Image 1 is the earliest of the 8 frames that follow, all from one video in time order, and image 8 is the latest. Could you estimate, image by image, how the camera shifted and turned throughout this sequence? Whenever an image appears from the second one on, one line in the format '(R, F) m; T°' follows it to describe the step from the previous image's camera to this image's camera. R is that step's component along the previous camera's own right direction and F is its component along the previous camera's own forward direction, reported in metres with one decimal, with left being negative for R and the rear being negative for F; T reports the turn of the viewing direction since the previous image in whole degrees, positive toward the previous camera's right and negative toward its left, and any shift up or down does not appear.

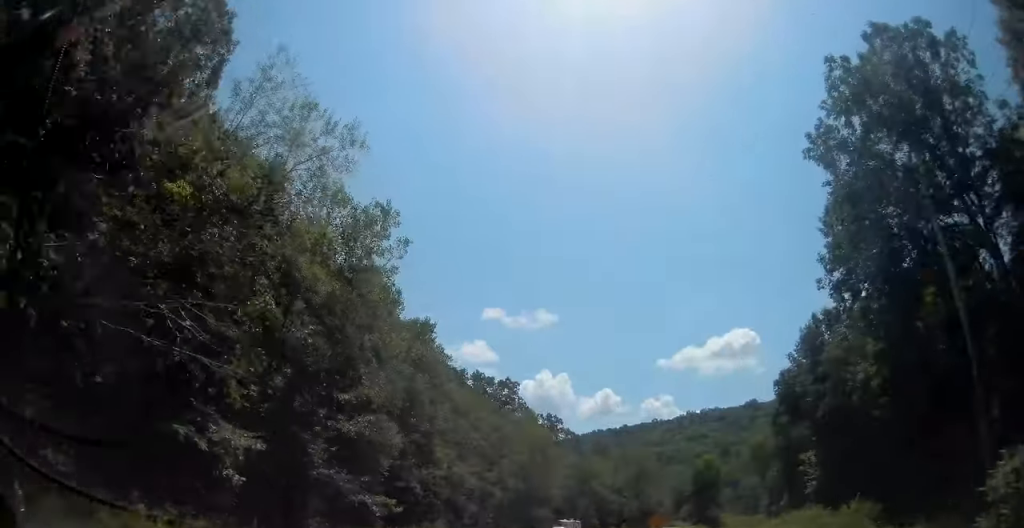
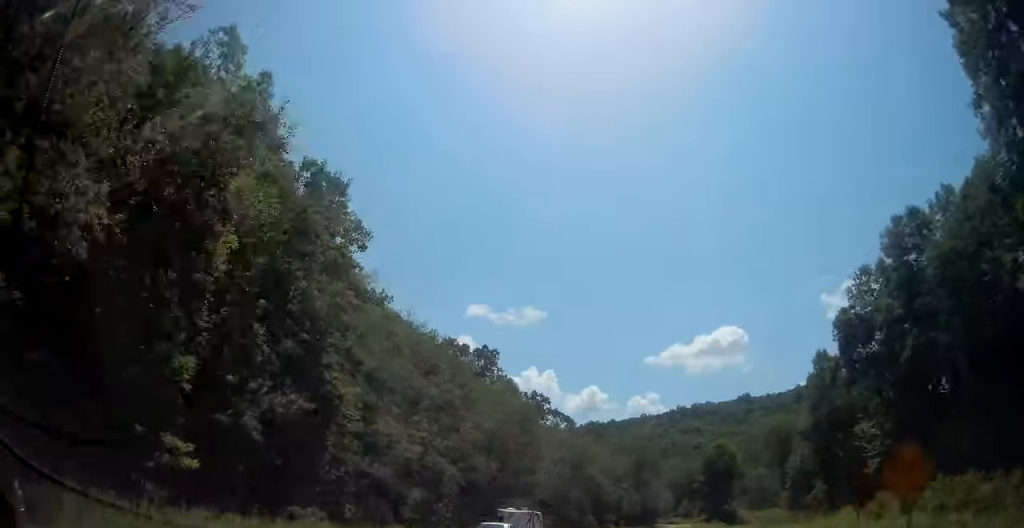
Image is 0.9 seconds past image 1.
(+0.1, +22.1) m; +2°
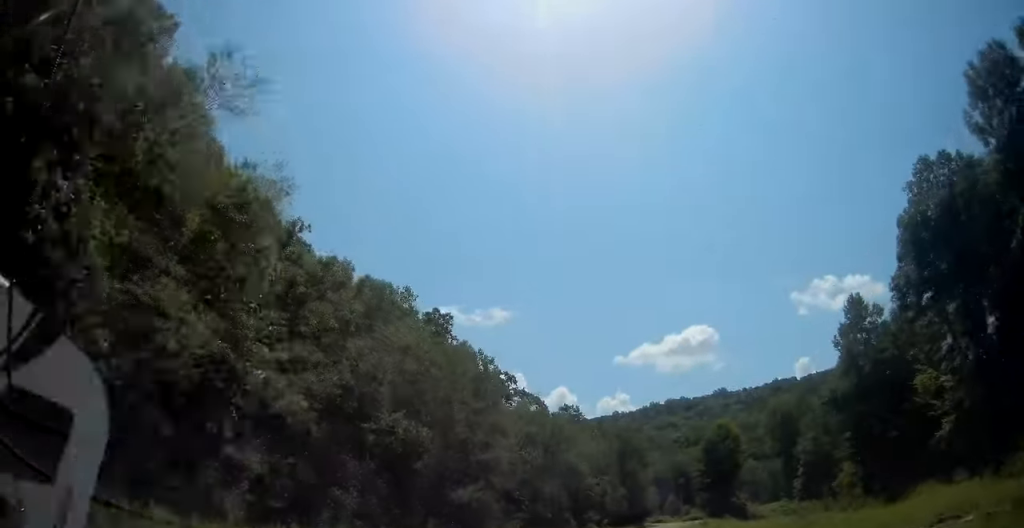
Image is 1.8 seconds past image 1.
(+0.4, +20.1) m; +2°
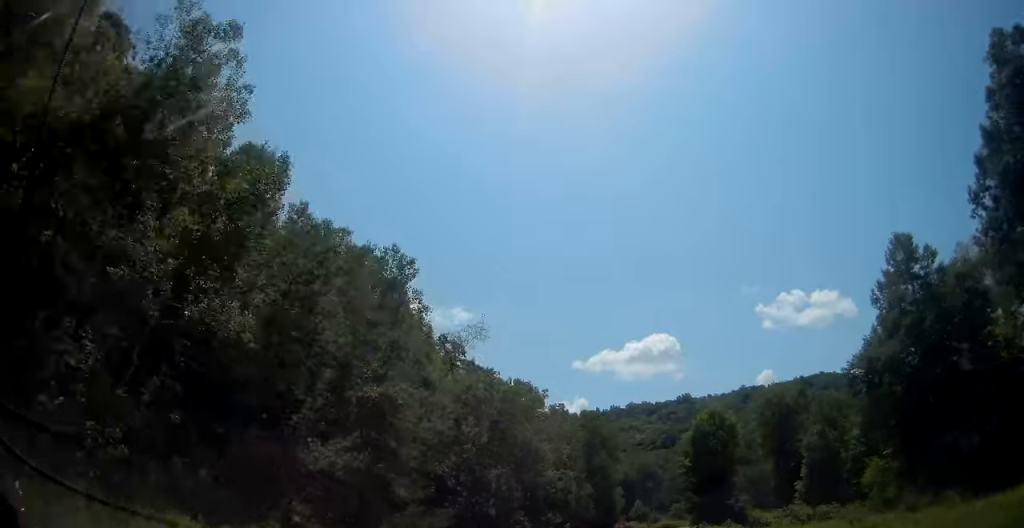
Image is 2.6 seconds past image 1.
(+0.3, +18.8) m; +4°
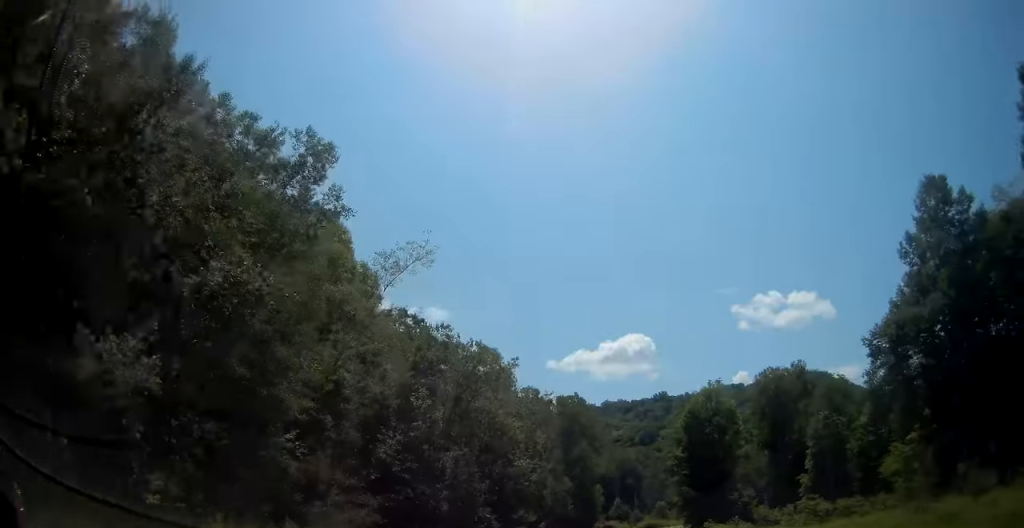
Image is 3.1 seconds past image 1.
(+0.2, +10.4) m; +2°
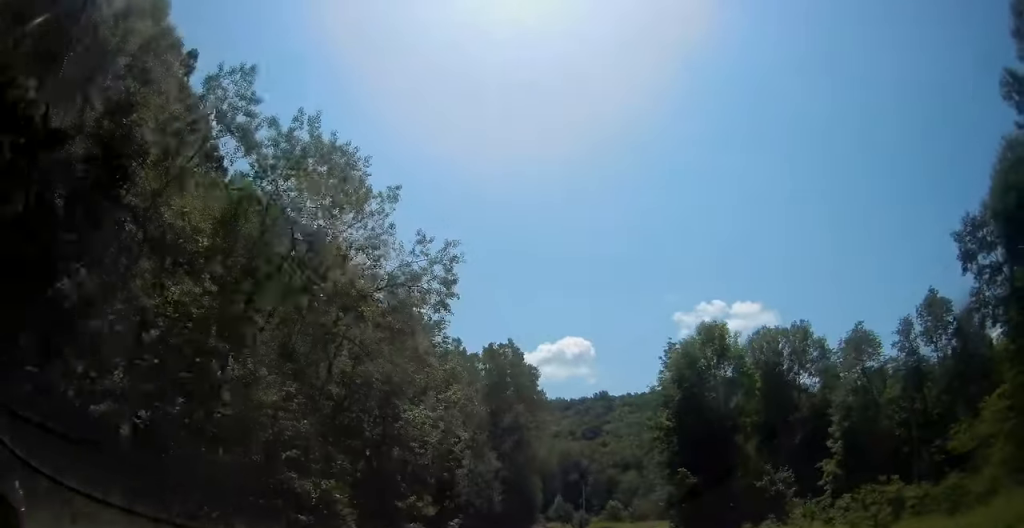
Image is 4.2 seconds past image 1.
(+1.5, +24.5) m; +6°
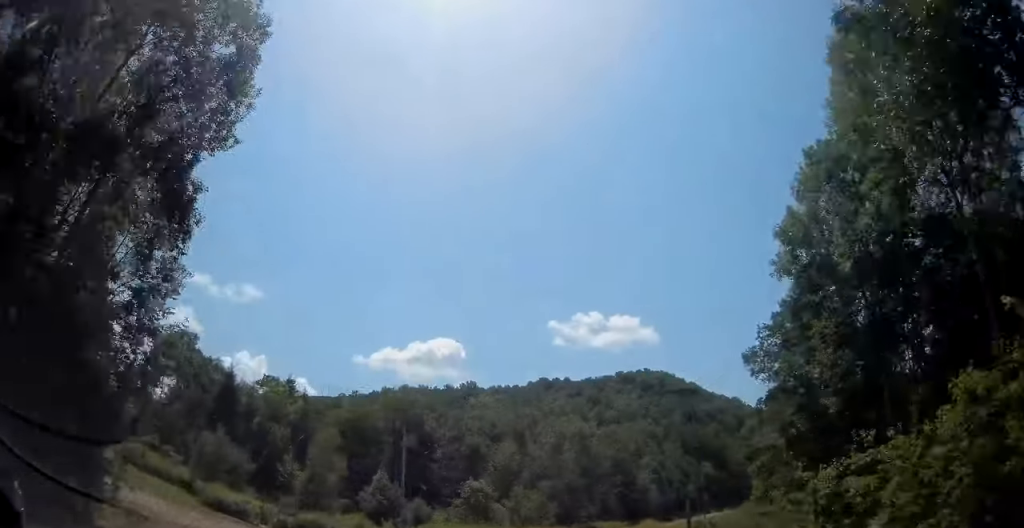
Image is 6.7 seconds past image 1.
(+6.3, +55.3) m; +13°
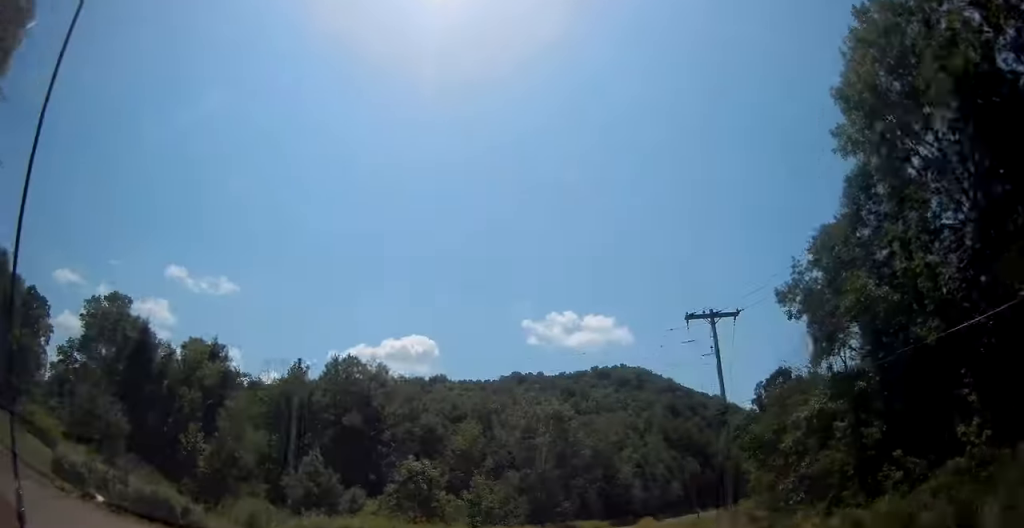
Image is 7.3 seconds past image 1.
(+0.4, +13.8) m; +3°
